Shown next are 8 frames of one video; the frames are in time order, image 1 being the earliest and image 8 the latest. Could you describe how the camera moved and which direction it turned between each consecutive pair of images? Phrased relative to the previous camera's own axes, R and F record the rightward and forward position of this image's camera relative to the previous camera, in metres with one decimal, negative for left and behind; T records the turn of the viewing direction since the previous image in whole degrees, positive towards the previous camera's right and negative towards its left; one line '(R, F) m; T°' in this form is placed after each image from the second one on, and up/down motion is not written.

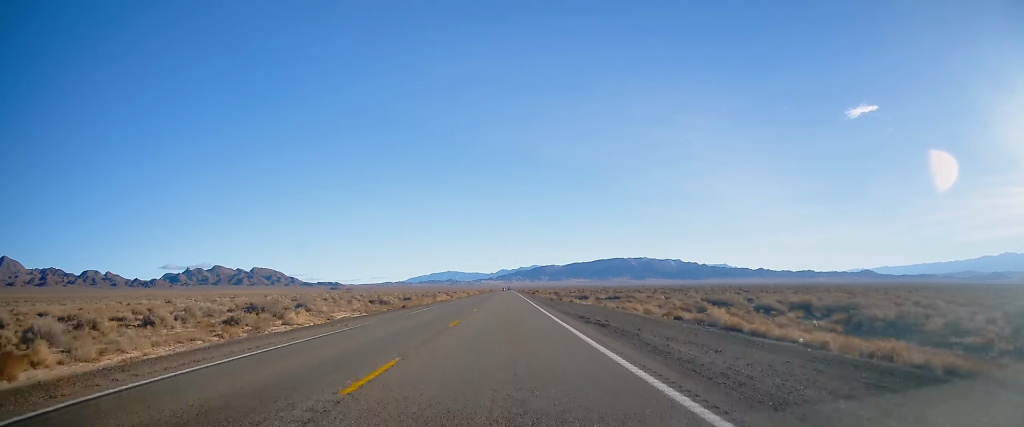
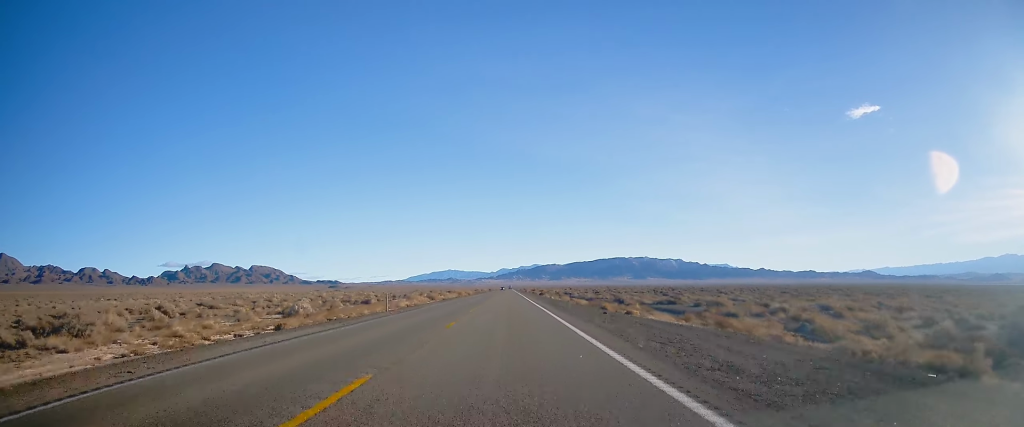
(0.0, +38.3) m; 0°
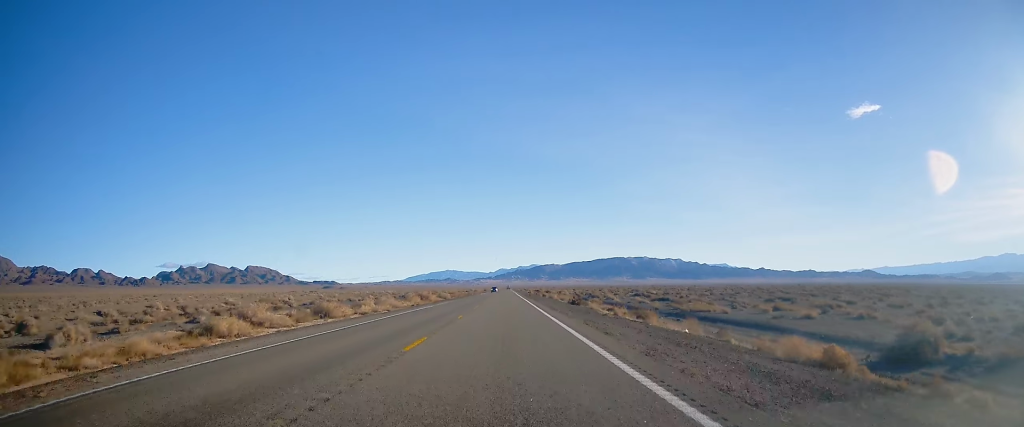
(+0.4, +66.6) m; 0°
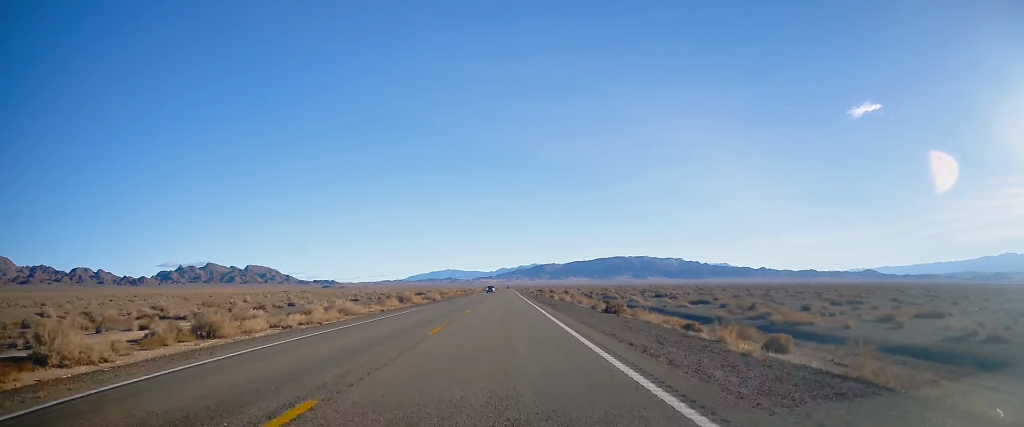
(-0.1, +20.3) m; 0°
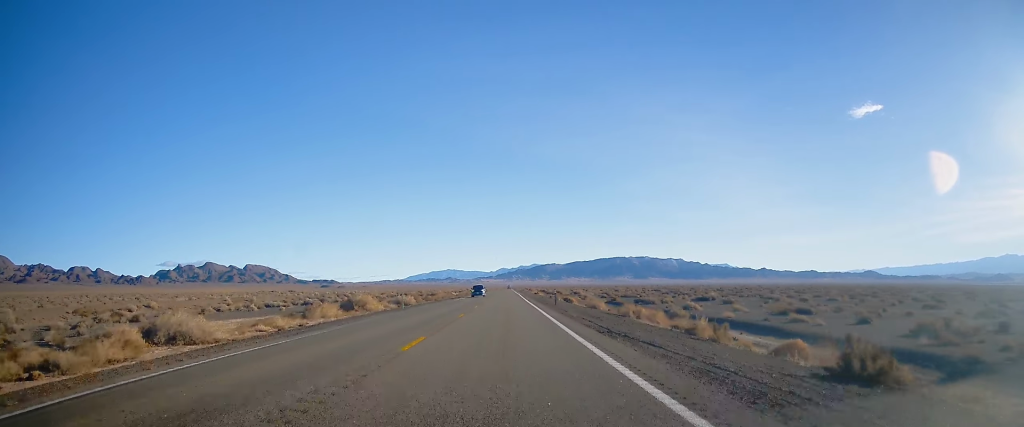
(0.0, +28.2) m; 0°
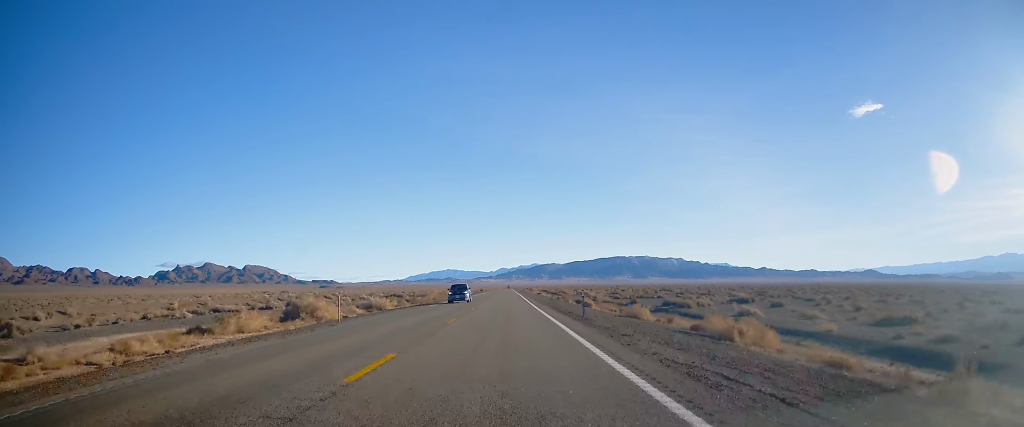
(0.0, +15.9) m; 0°
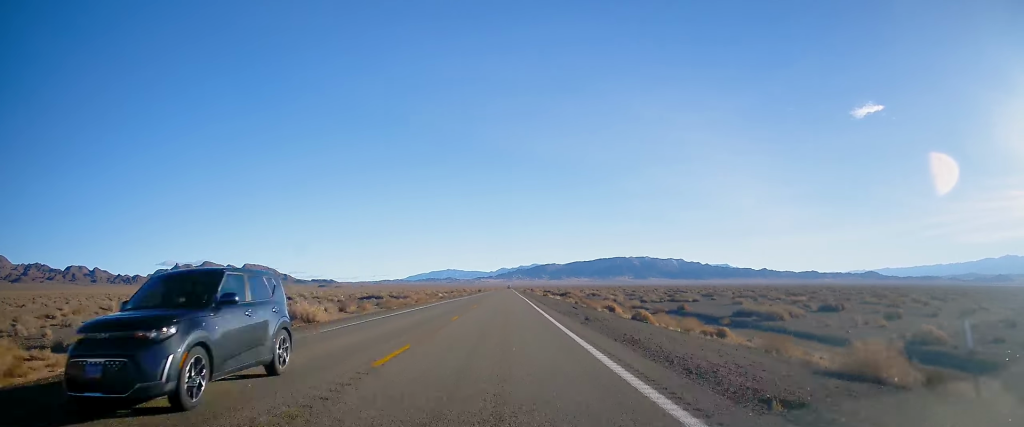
(0.0, +22.9) m; 0°
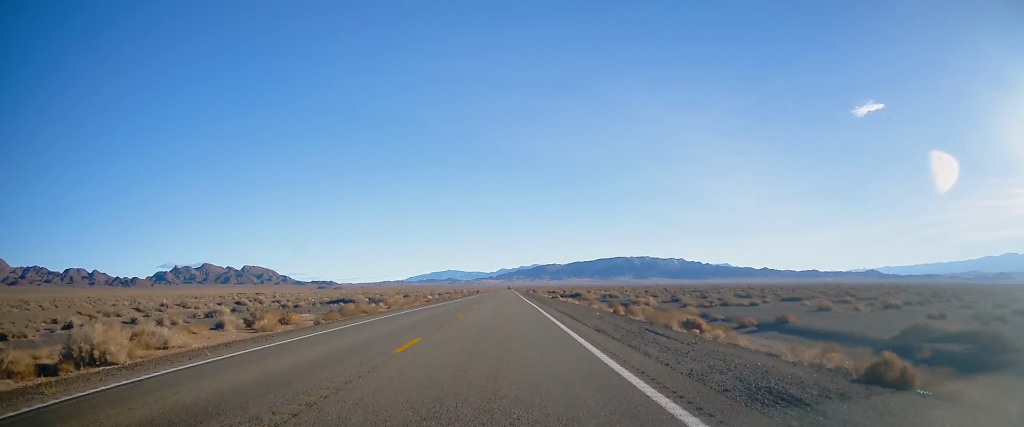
(0.0, +22.5) m; 0°
